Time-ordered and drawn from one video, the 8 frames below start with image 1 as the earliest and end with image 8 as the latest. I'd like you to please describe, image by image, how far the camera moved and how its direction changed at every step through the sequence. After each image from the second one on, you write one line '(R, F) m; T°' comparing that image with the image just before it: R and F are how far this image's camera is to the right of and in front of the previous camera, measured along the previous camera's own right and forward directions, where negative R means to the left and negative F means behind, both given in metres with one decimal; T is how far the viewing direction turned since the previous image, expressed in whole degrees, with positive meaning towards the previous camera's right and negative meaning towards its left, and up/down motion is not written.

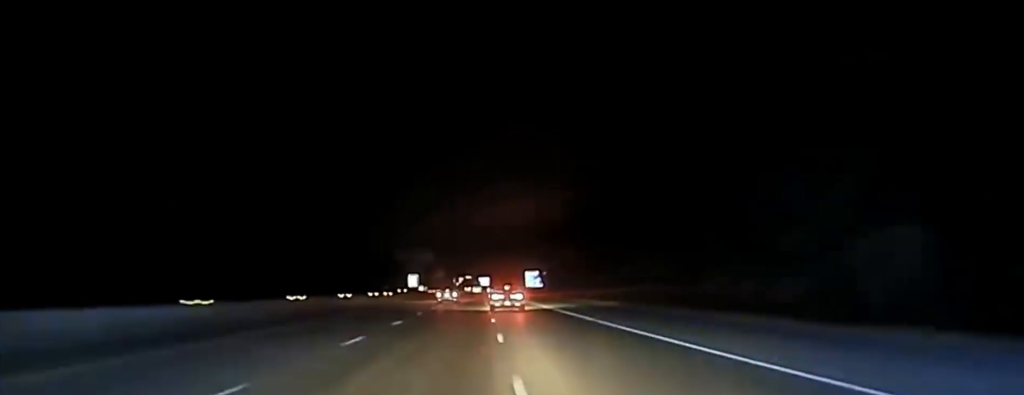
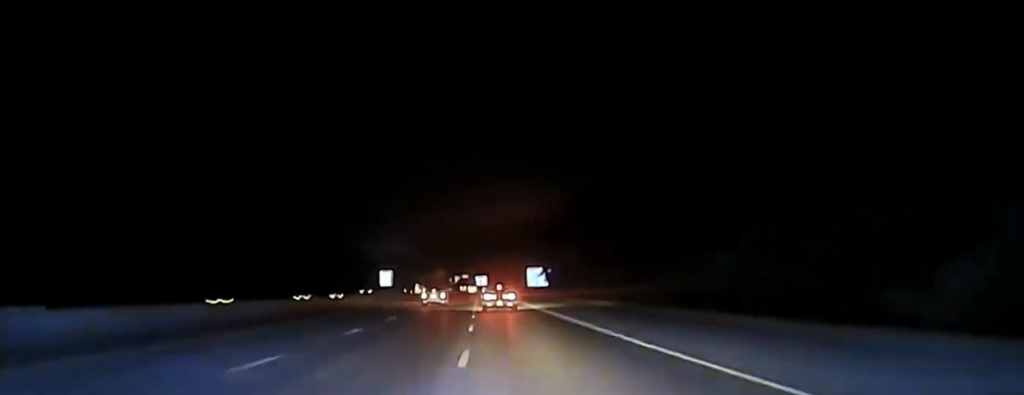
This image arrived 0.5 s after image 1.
(+0.3, +28.8) m; 0°
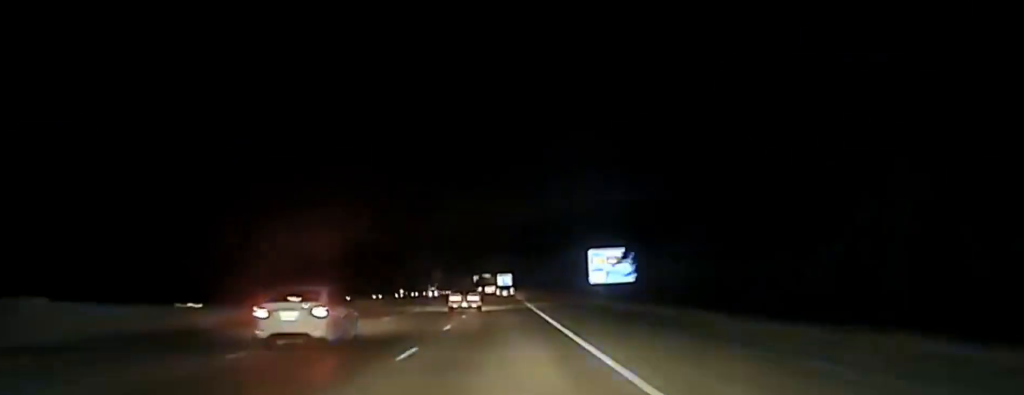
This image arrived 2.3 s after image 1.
(-2.4, +110.1) m; -2°
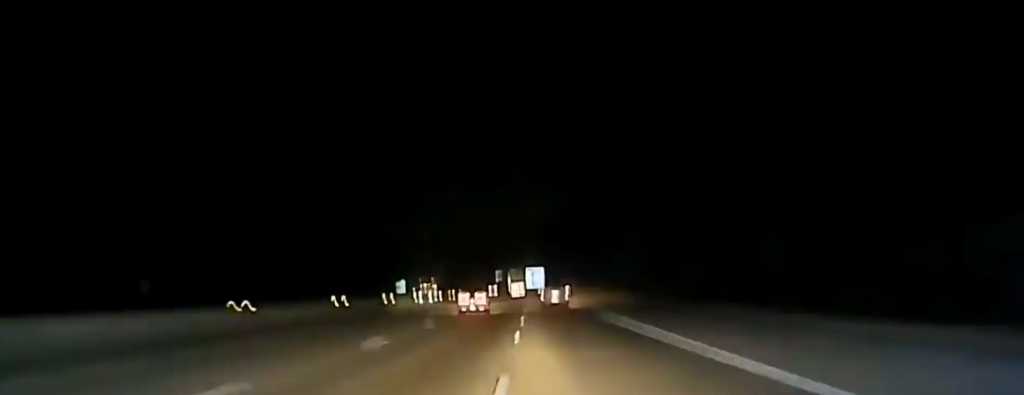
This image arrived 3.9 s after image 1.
(-0.8, +91.4) m; -1°
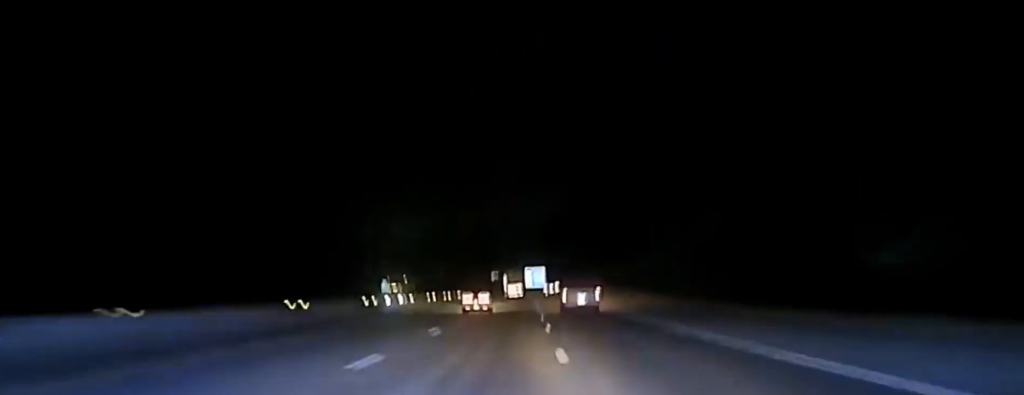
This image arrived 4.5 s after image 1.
(-0.2, +30.7) m; 0°
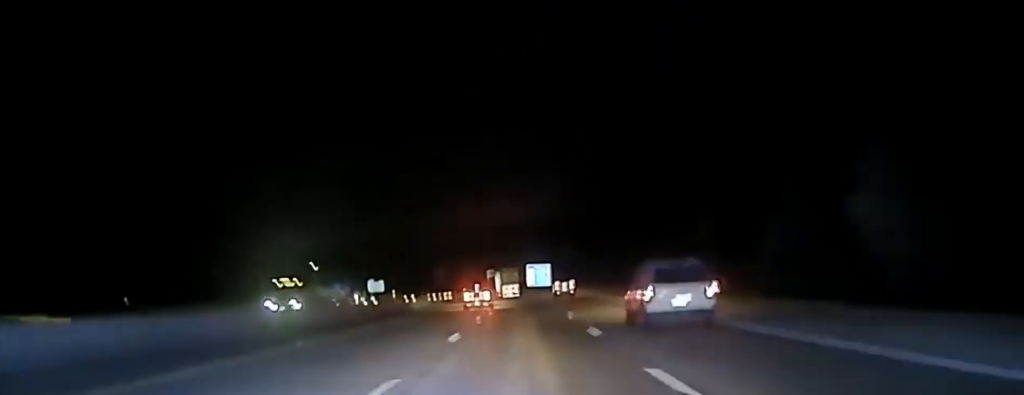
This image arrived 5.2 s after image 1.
(0.0, +42.5) m; 0°
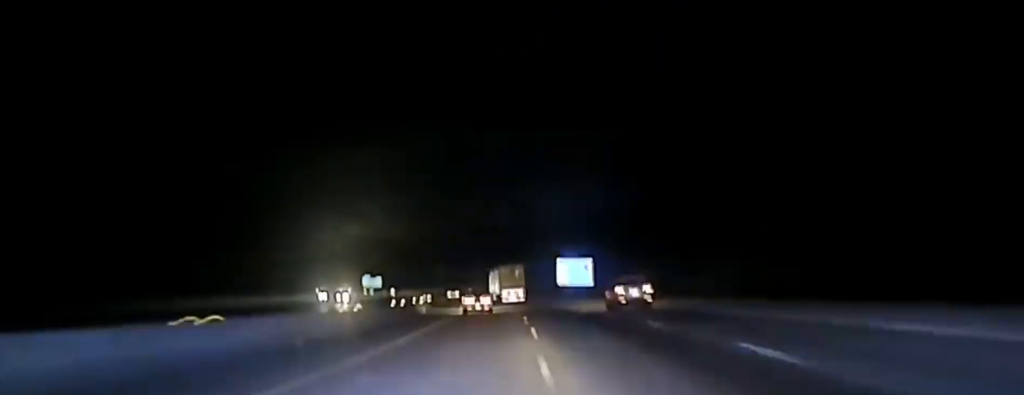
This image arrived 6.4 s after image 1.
(0.0, +69.8) m; -1°
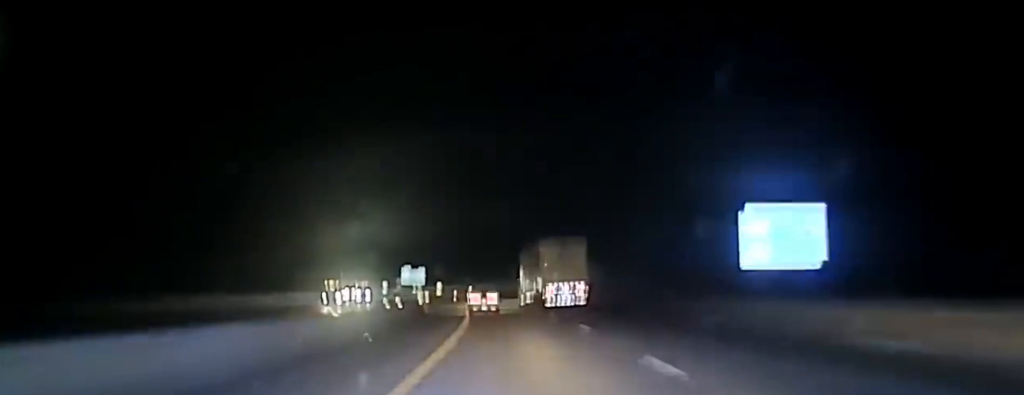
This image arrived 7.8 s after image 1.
(-2.7, +83.9) m; -4°
